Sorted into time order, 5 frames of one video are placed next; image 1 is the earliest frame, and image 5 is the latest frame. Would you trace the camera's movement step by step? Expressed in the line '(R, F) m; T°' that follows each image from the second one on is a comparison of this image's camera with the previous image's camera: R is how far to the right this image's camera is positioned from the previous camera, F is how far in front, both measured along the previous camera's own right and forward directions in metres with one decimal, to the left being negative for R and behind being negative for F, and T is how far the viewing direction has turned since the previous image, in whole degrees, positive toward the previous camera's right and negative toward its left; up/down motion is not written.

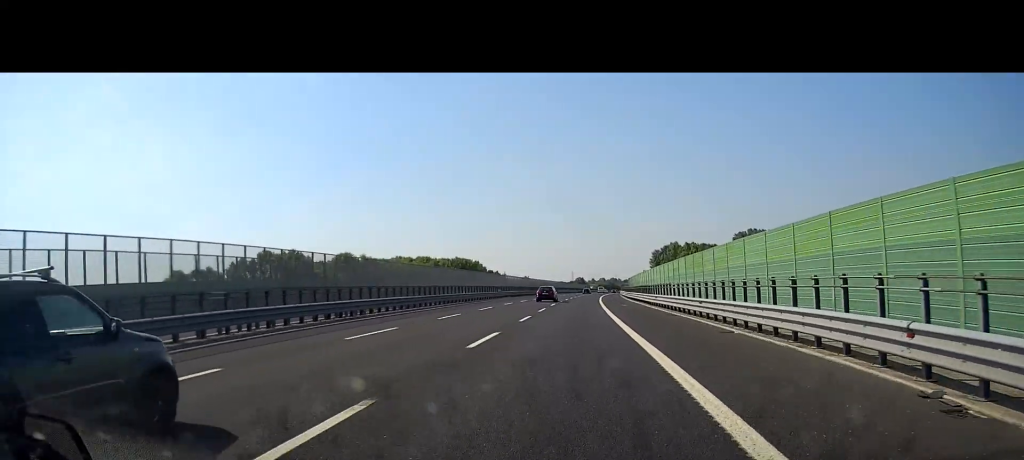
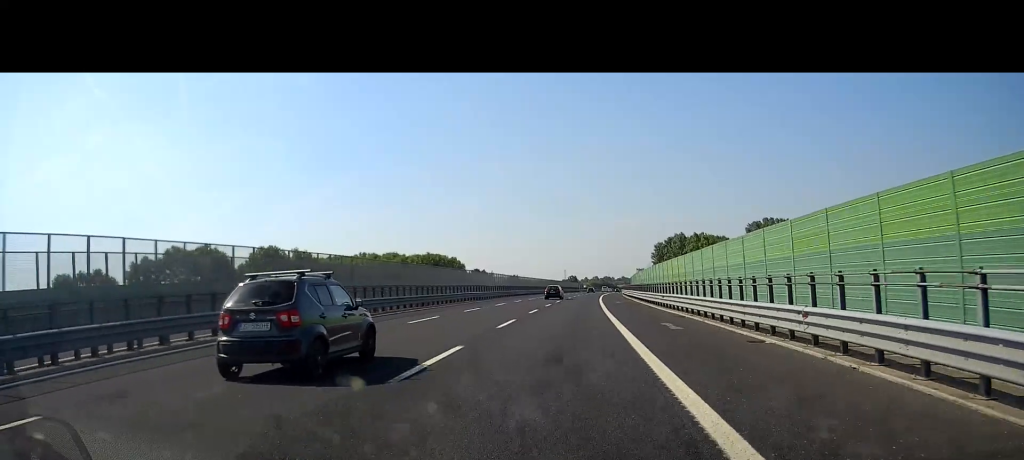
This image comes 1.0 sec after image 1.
(+0.3, +27.4) m; +1°
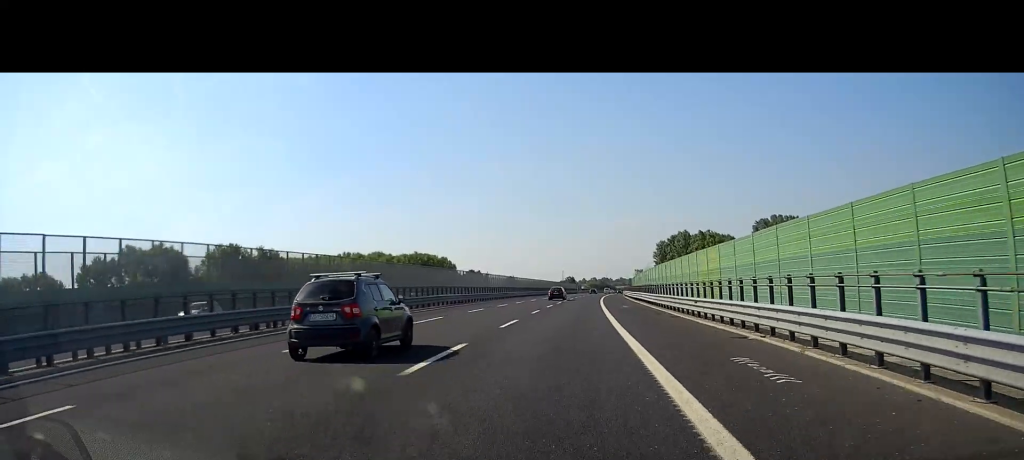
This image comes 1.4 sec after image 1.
(0.0, +10.6) m; 0°
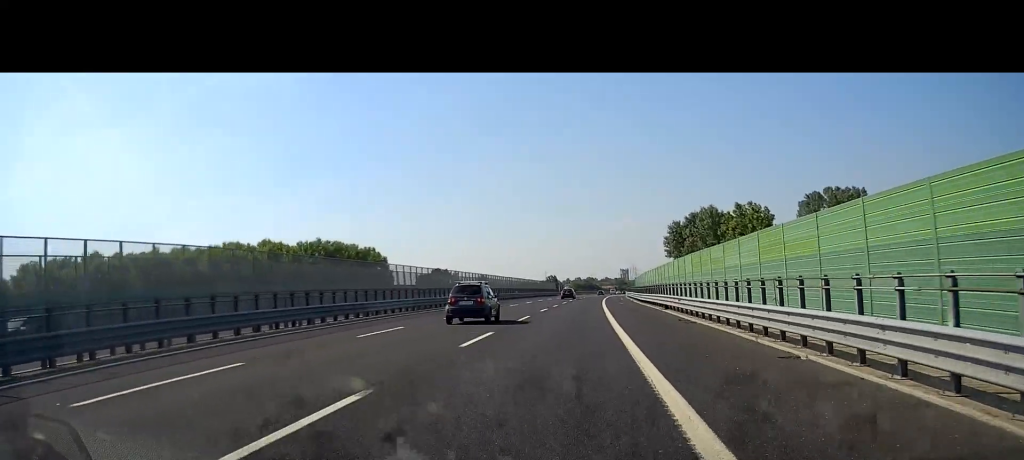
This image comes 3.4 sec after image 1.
(+0.5, +52.5) m; +1°
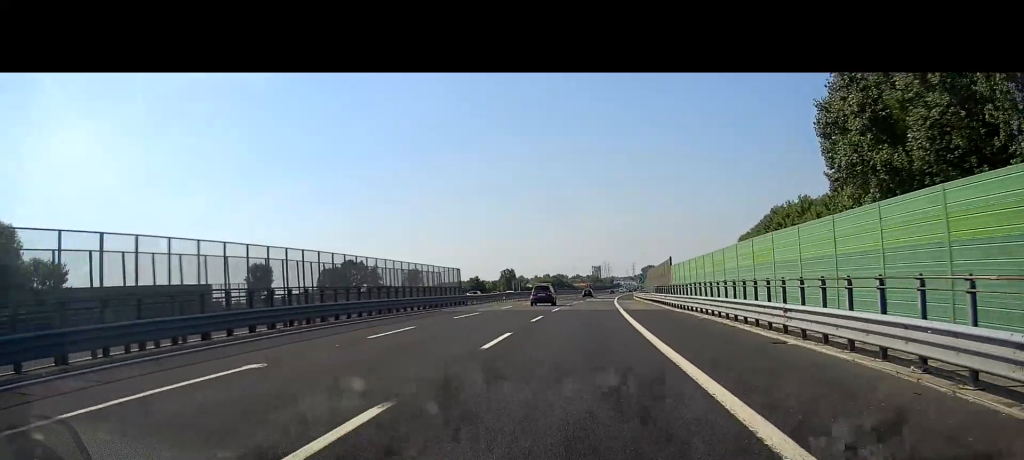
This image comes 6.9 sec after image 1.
(+1.6, +93.0) m; +2°
